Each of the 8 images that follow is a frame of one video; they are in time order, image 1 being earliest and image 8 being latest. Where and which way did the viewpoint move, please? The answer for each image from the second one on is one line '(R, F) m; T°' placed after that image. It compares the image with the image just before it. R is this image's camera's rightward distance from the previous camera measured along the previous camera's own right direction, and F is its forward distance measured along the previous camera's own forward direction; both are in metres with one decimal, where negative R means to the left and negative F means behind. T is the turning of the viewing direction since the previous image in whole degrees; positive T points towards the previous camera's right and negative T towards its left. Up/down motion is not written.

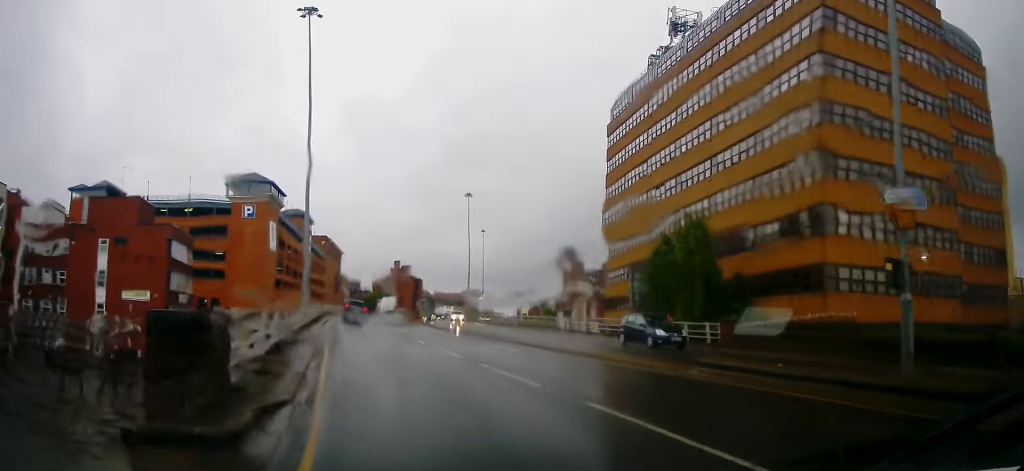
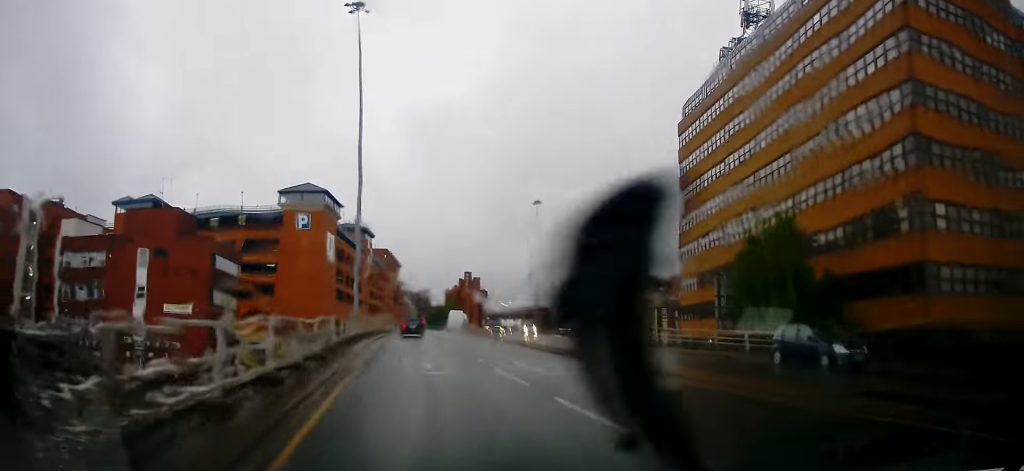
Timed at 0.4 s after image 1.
(-0.4, +3.7) m; -6°
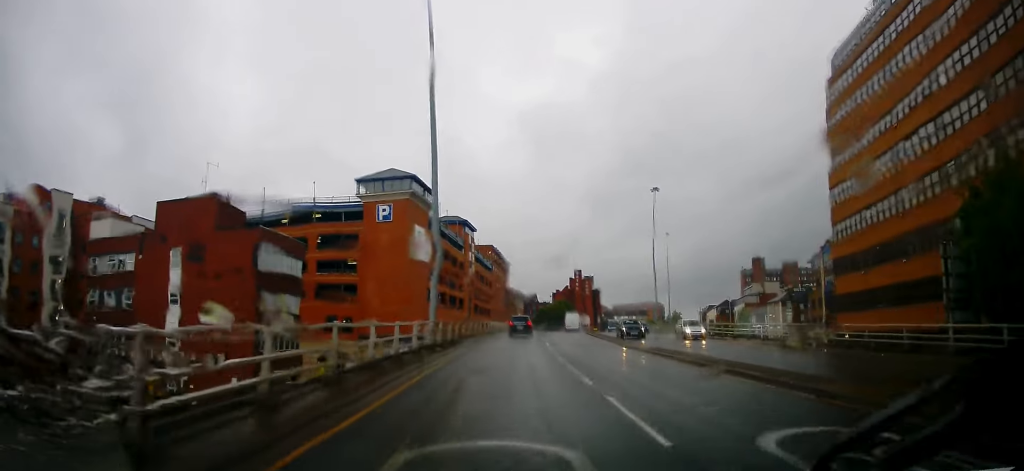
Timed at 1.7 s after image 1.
(-1.8, +11.0) m; -12°
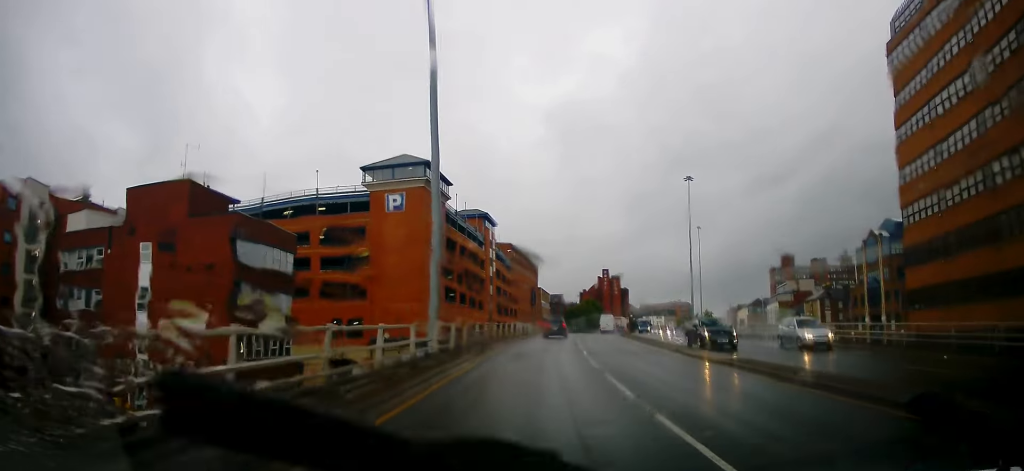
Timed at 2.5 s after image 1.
(-0.1, +7.2) m; -2°
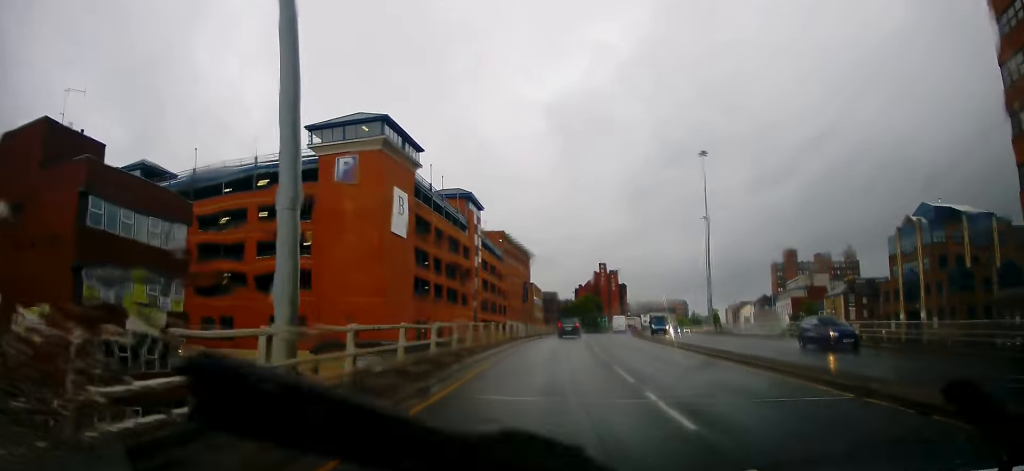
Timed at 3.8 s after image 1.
(-0.2, +13.8) m; -1°
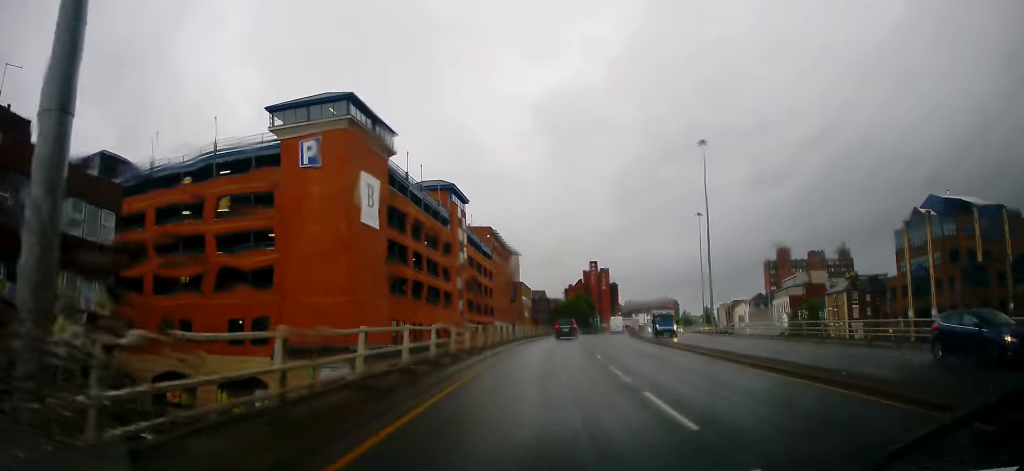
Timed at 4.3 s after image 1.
(0.0, +5.5) m; 0°
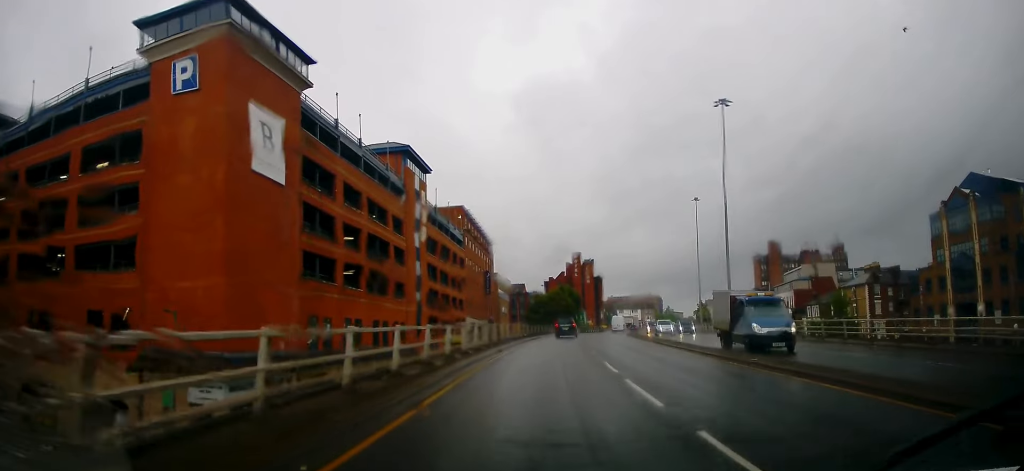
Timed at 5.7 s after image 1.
(0.0, +15.0) m; +1°
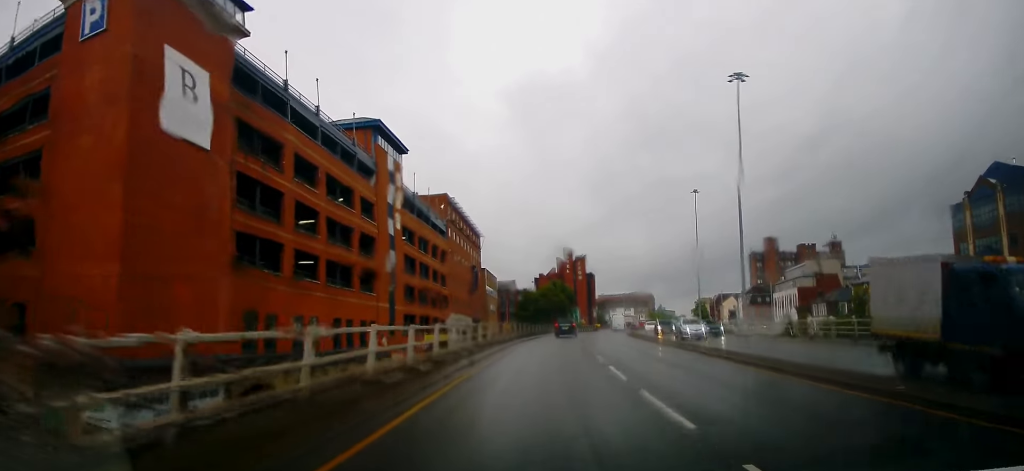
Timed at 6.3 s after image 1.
(+0.1, +7.3) m; +2°
